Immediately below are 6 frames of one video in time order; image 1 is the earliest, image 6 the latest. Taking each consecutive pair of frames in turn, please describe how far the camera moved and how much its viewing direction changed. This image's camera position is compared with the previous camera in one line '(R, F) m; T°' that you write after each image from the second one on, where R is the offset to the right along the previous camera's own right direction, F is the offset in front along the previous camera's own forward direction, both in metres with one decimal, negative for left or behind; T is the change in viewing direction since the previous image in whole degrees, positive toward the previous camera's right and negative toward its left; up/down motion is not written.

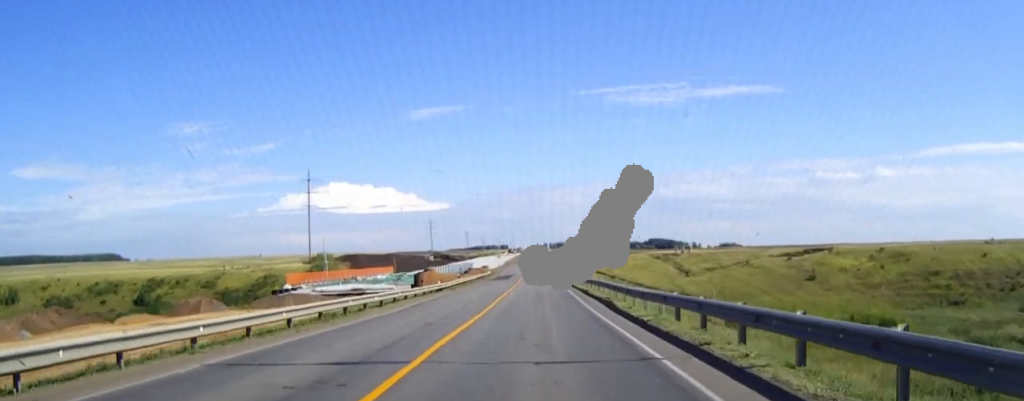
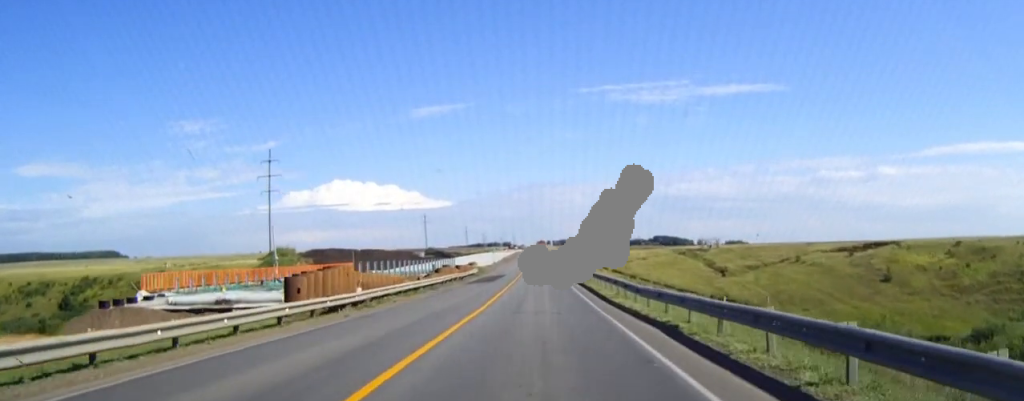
(0.0, +27.7) m; 0°
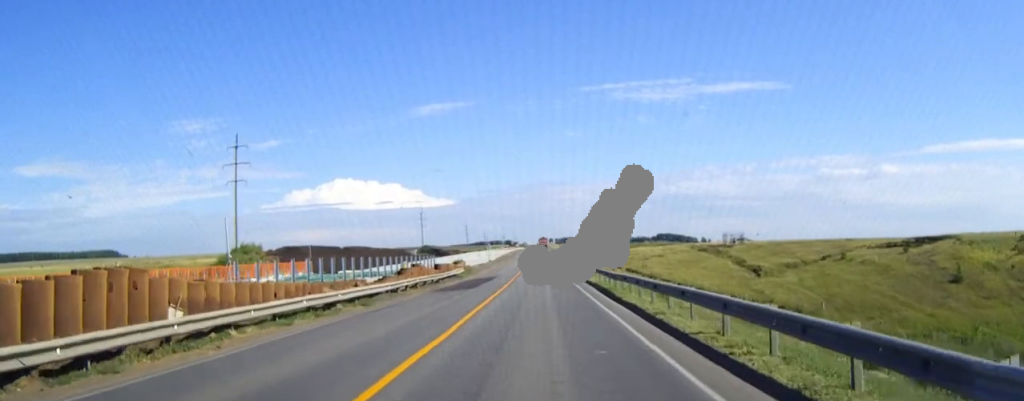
(0.0, +18.0) m; 0°
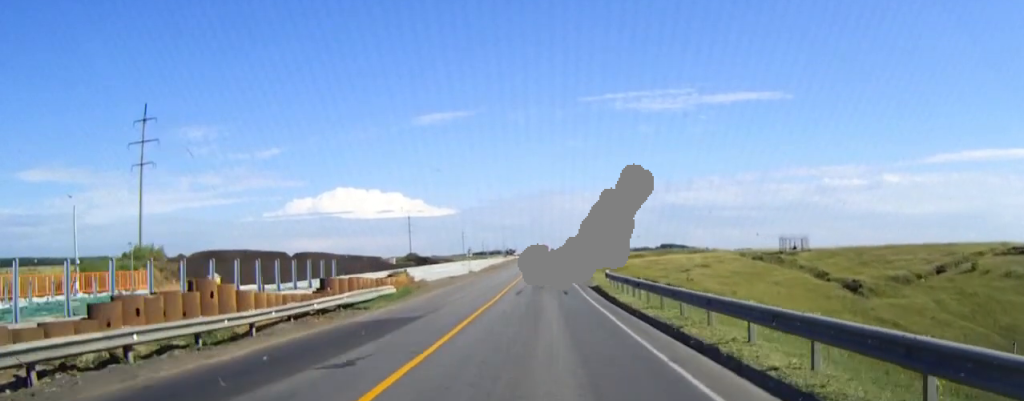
(0.0, +34.2) m; 0°
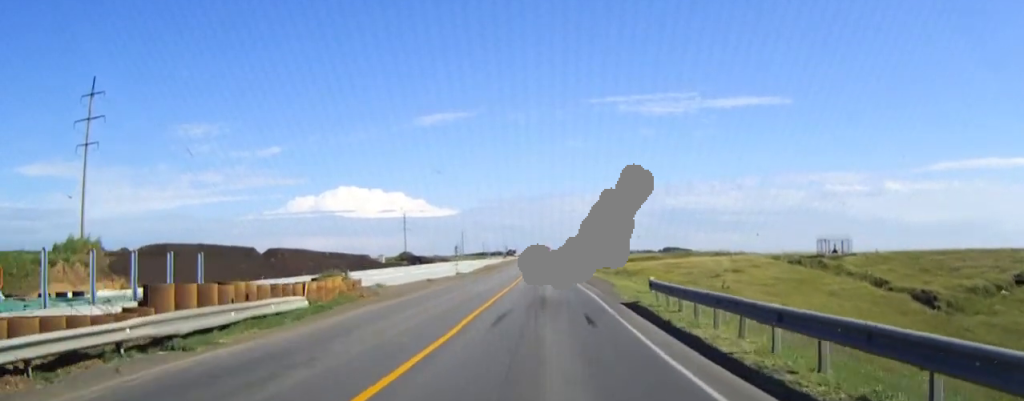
(0.0, +15.0) m; 0°
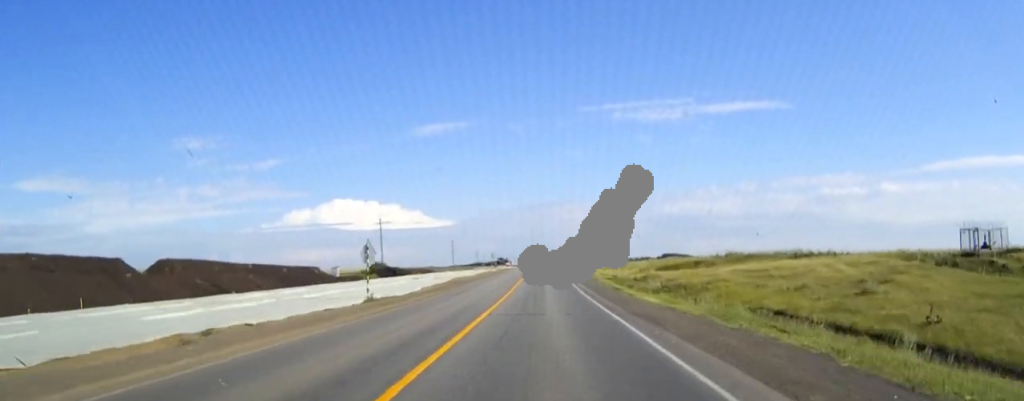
(+0.1, +36.7) m; 0°
